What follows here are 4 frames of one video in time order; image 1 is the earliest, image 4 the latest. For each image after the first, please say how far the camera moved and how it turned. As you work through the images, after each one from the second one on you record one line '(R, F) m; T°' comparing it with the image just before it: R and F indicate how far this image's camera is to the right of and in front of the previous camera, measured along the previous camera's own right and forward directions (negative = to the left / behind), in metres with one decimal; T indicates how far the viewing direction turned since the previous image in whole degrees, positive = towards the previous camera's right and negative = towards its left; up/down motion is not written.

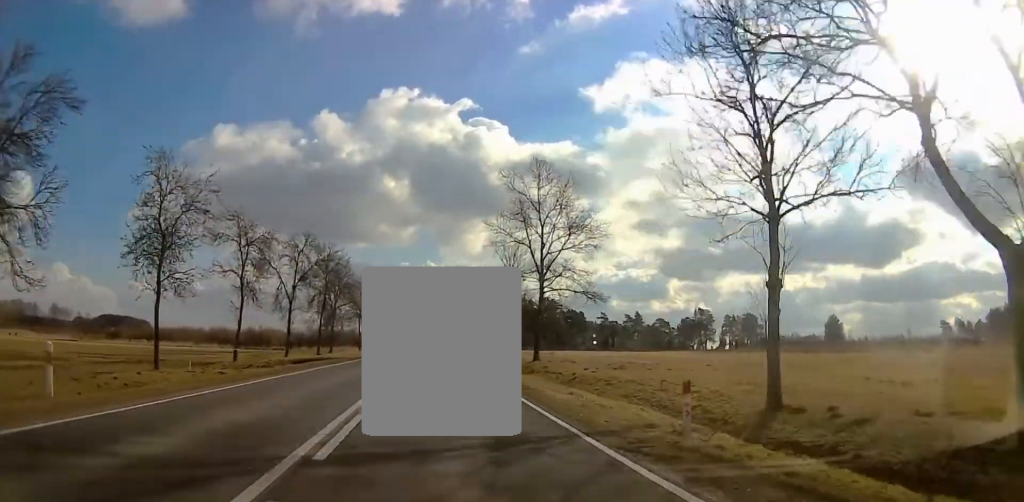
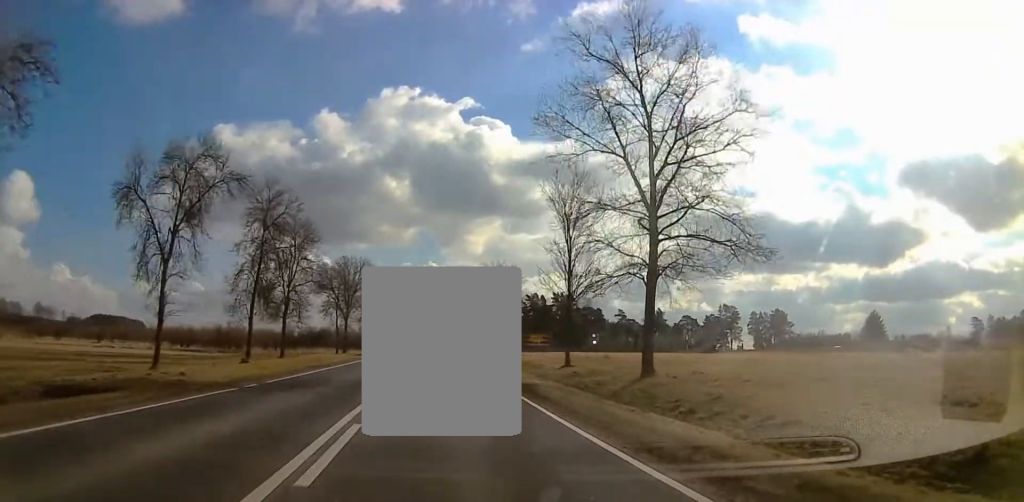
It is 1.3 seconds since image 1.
(+0.8, +30.5) m; 0°
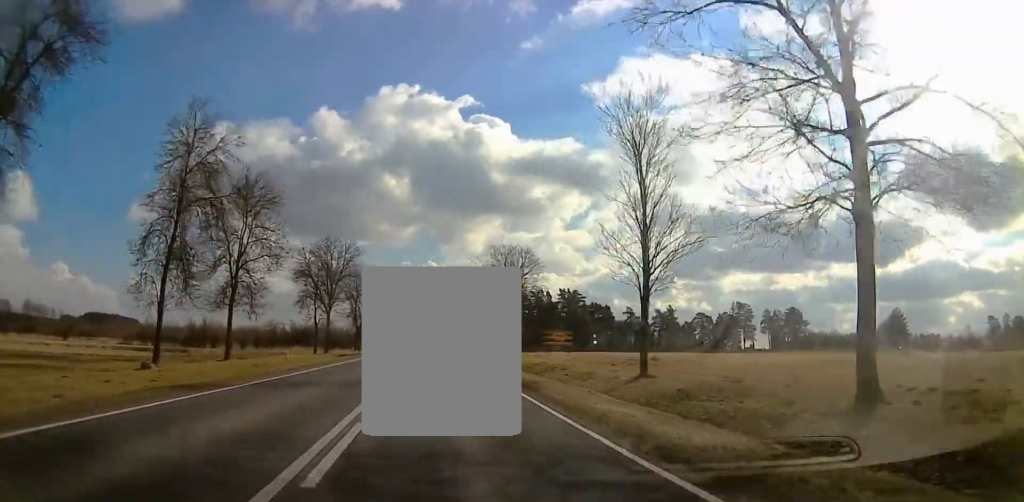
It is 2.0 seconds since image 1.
(-0.2, +16.6) m; -1°
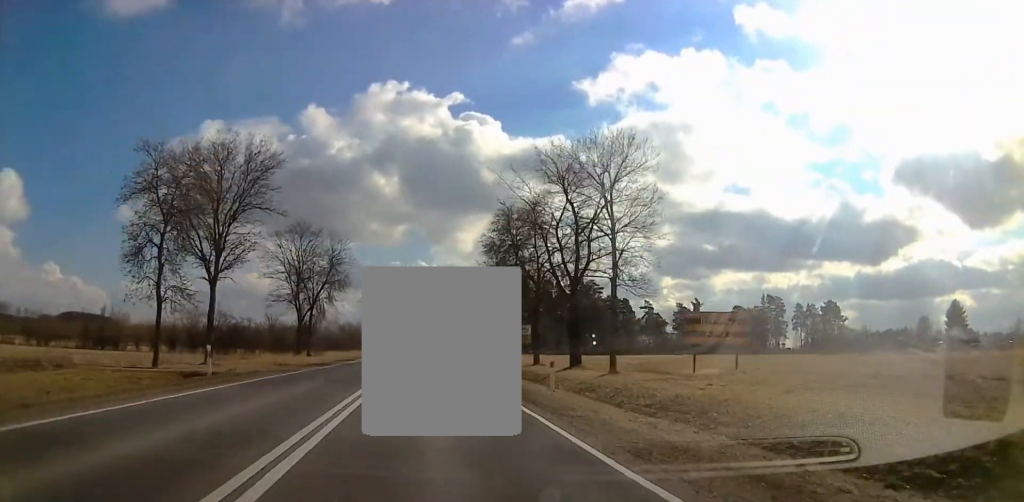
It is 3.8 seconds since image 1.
(+0.7, +40.5) m; +1°
